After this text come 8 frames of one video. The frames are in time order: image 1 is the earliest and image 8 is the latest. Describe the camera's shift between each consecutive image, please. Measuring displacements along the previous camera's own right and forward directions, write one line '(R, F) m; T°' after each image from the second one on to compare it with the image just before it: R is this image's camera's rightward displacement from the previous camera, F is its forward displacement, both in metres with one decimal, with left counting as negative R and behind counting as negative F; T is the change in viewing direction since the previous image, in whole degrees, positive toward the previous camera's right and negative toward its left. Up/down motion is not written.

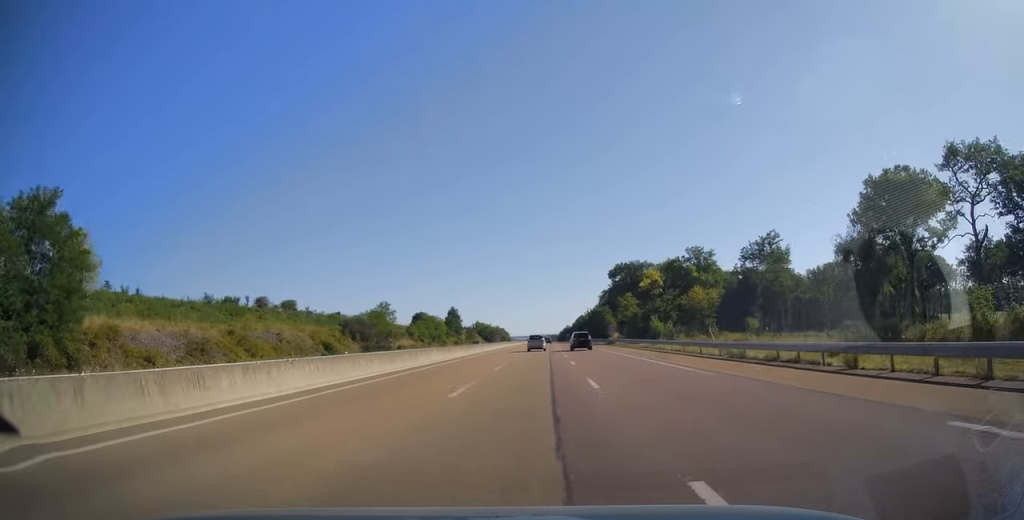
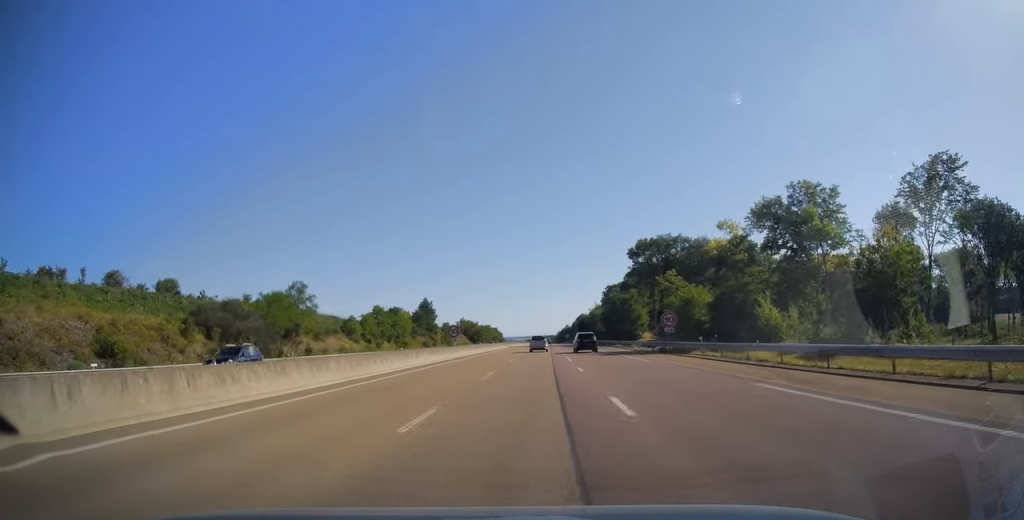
(0.0, +44.2) m; 0°
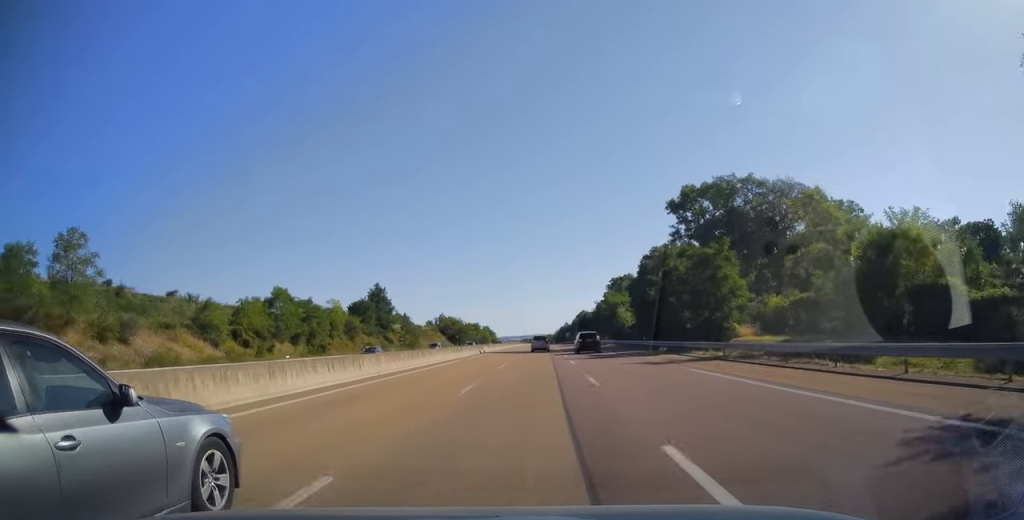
(+0.3, +44.7) m; +1°
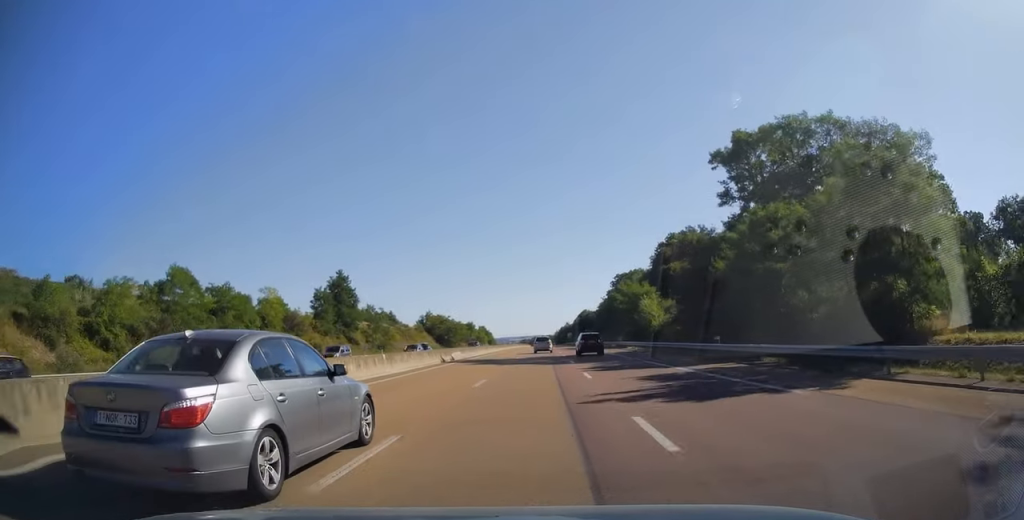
(0.0, +23.1) m; 0°
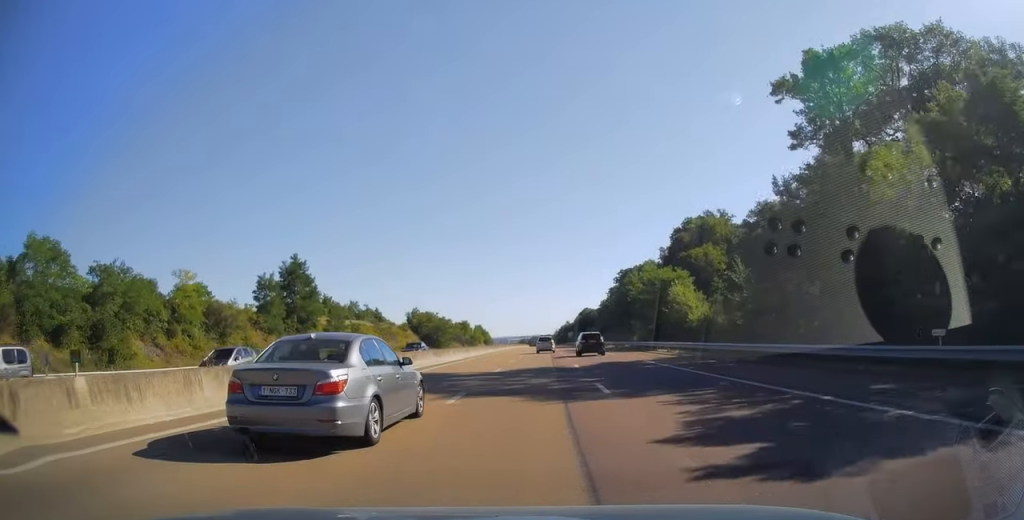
(-0.1, +18.5) m; 0°
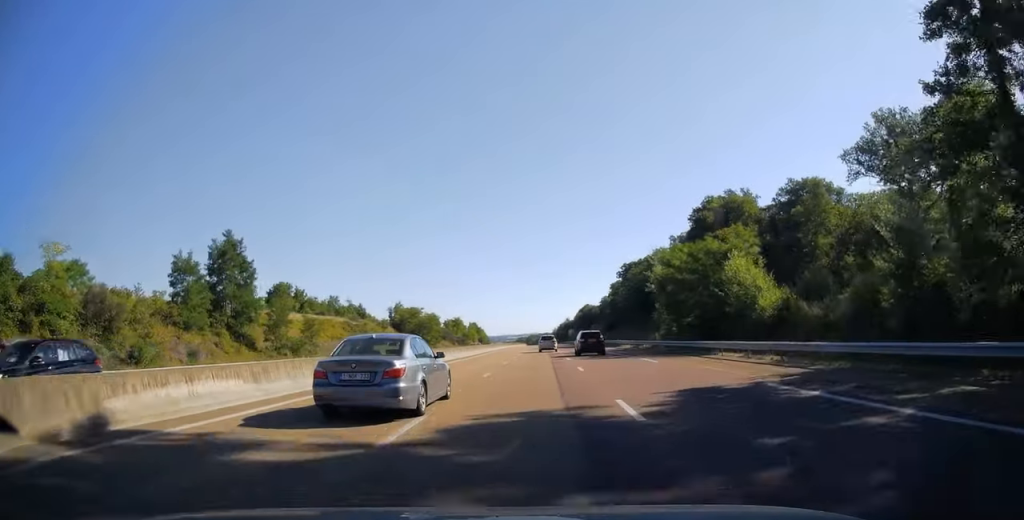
(-0.1, +18.0) m; 0°
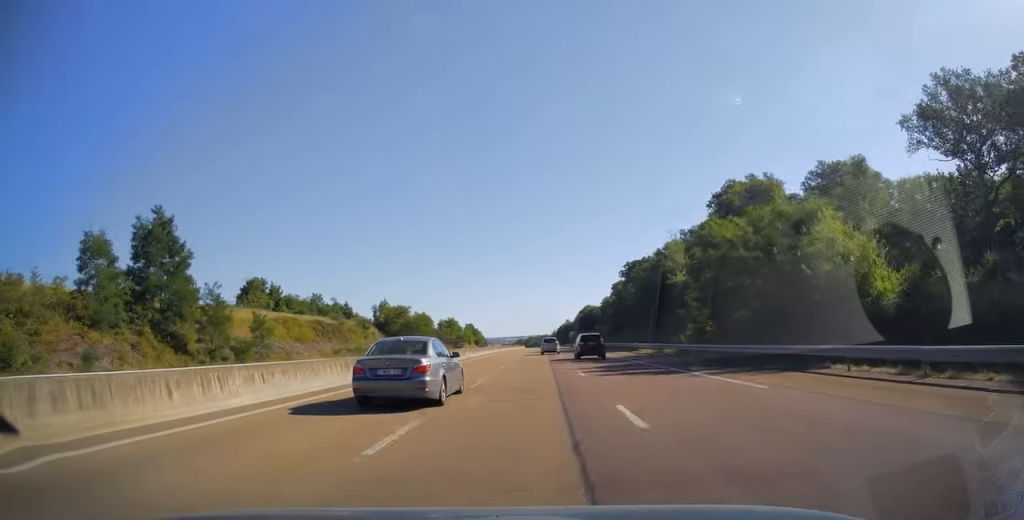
(+0.1, +13.4) m; 0°
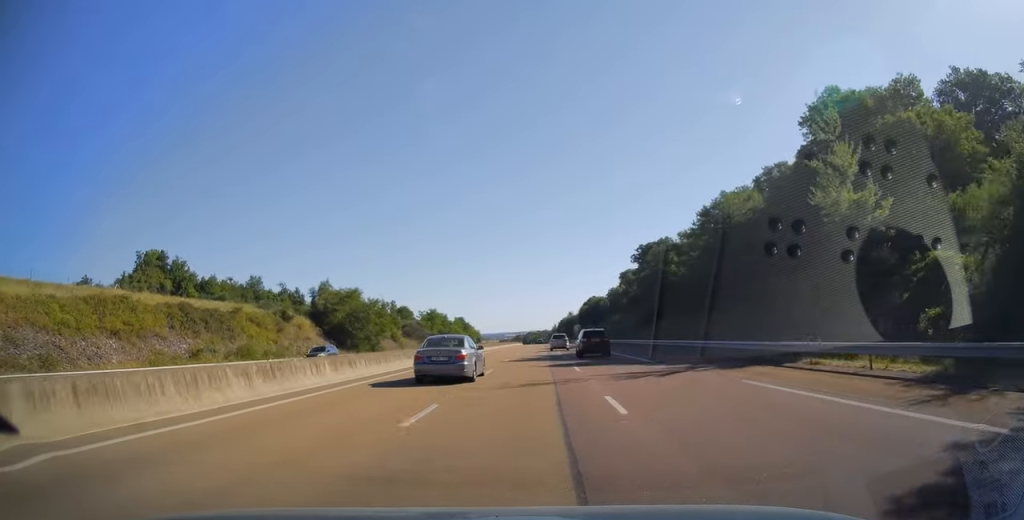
(+0.2, +37.7) m; 0°
